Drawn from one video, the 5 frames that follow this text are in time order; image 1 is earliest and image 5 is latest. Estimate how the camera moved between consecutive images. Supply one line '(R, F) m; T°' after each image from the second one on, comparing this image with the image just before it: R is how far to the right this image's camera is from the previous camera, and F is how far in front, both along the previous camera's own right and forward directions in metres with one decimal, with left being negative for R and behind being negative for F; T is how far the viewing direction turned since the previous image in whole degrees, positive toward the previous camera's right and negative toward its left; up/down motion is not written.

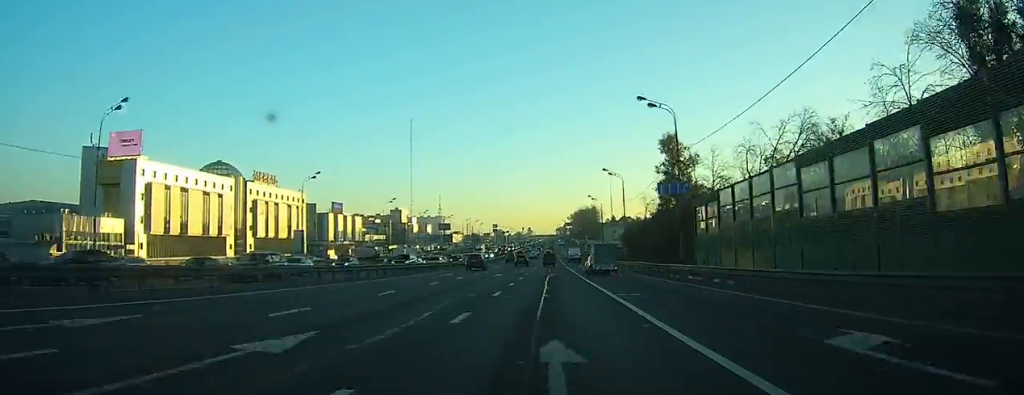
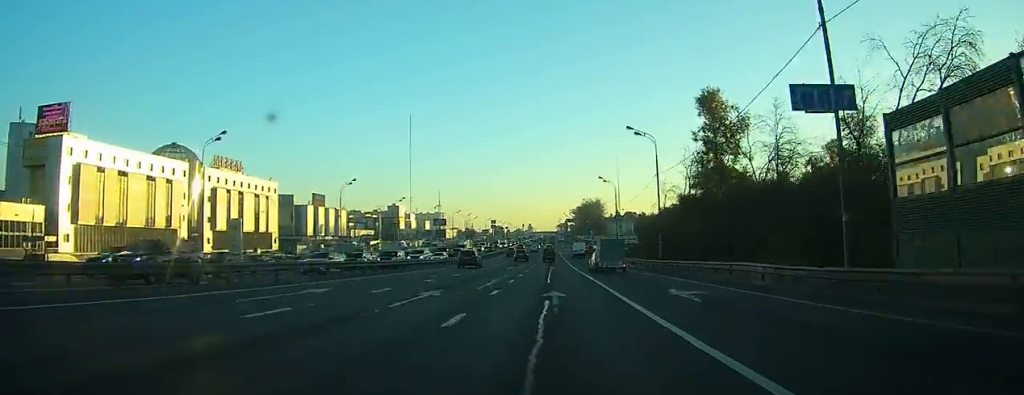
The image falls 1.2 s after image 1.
(0.0, +23.6) m; 0°
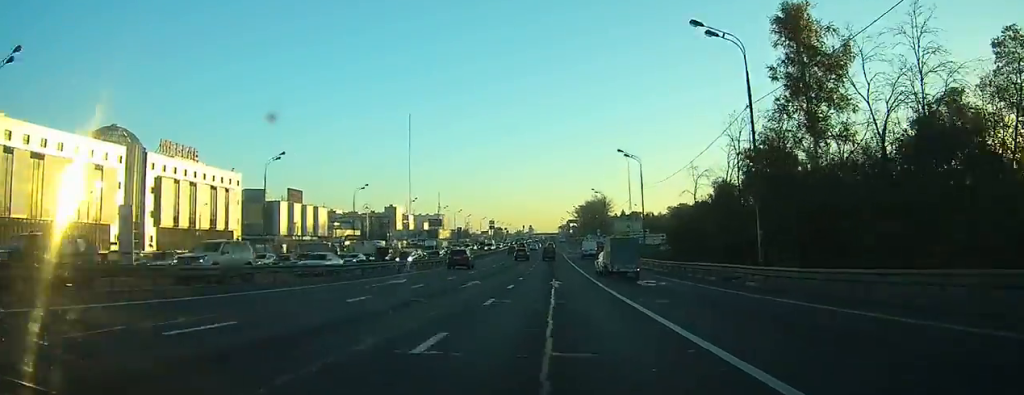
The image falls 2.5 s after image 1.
(0.0, +25.9) m; 0°
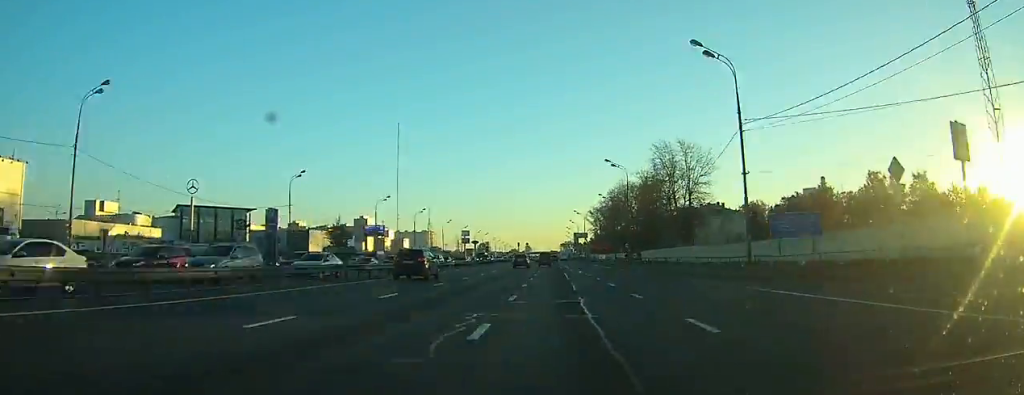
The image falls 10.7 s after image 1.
(+1.5, +164.8) m; +1°
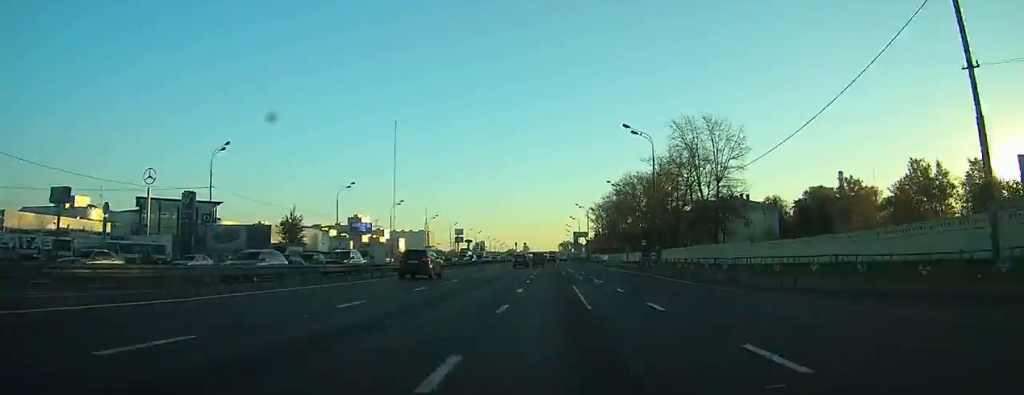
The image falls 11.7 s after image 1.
(+0.1, +18.2) m; 0°
